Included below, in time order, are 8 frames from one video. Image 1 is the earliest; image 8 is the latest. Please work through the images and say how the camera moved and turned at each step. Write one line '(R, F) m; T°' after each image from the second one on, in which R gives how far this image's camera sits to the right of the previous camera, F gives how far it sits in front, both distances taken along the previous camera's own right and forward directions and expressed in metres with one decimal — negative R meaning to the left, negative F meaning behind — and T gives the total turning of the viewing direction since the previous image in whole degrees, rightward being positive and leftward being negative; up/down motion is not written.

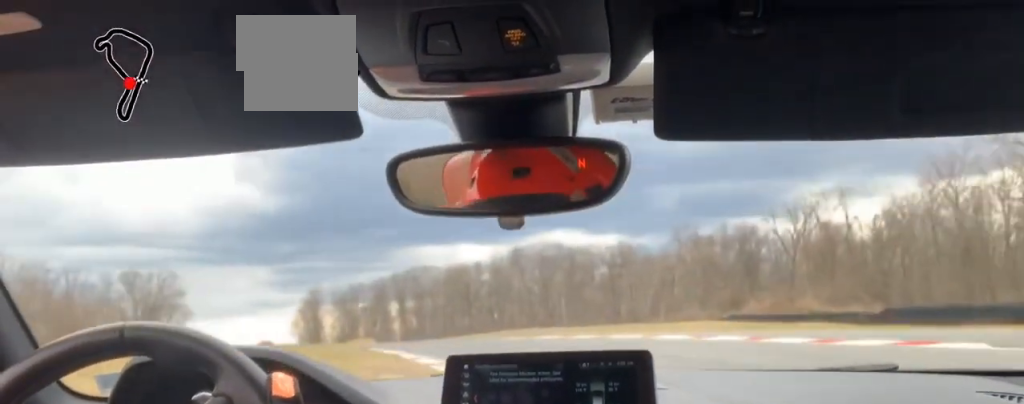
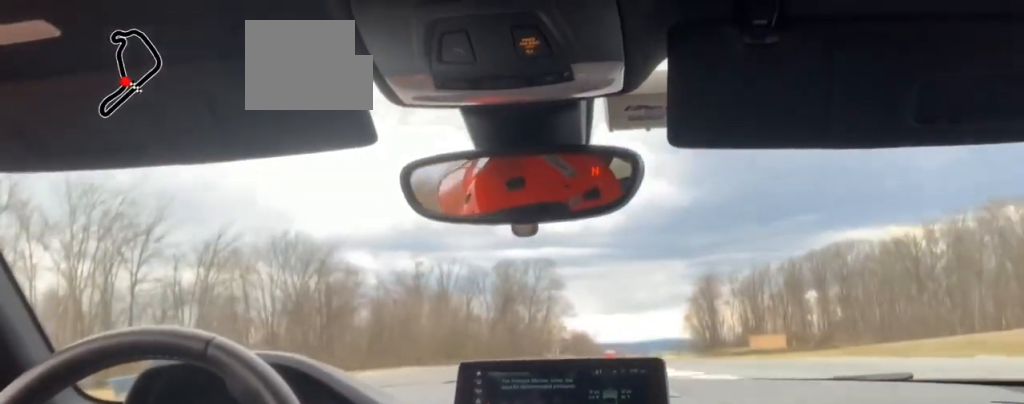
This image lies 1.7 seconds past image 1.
(-13.9, +50.0) m; -40°
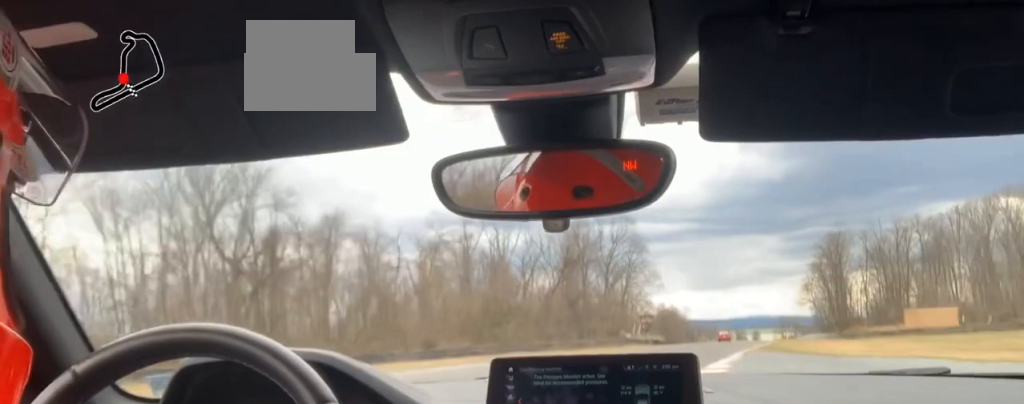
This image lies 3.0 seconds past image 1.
(-11.5, +44.3) m; -15°
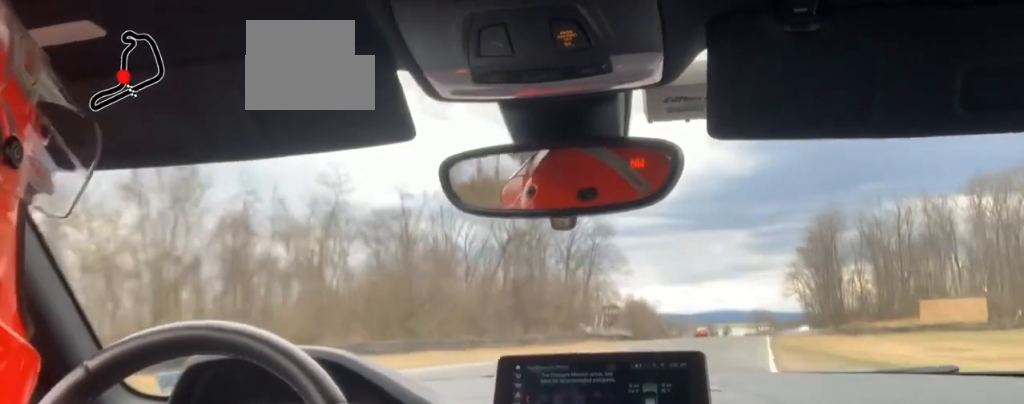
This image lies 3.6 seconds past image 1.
(+0.5, +25.3) m; +1°
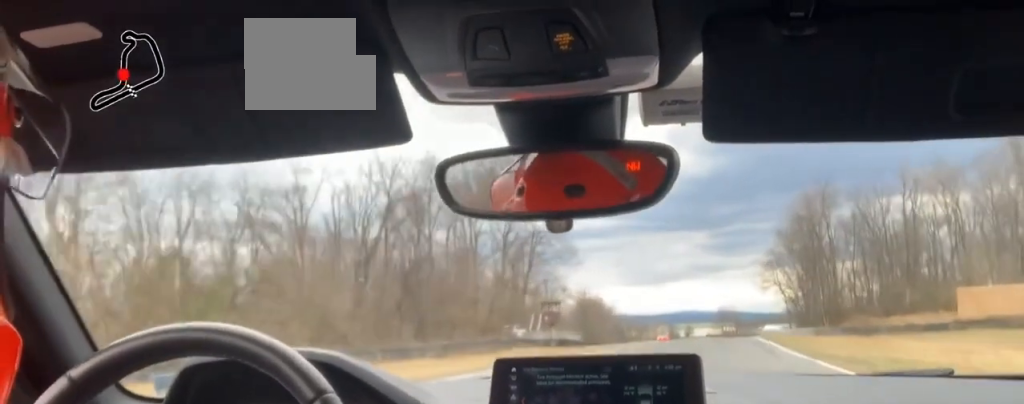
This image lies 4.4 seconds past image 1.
(+0.6, +30.1) m; +1°
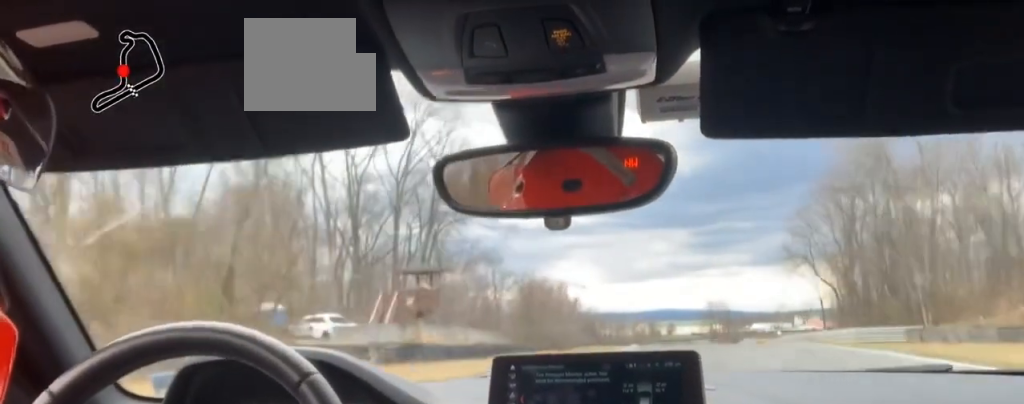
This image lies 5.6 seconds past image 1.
(0.0, +49.9) m; -1°
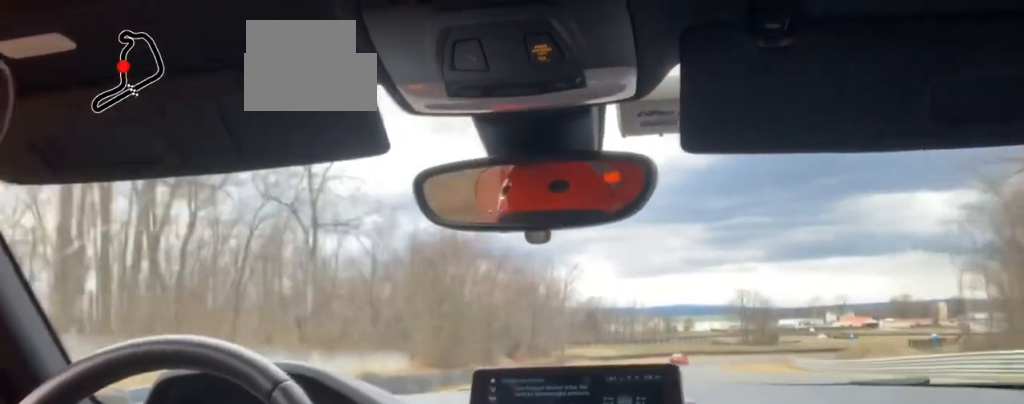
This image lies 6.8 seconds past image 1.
(-1.4, +54.0) m; +2°
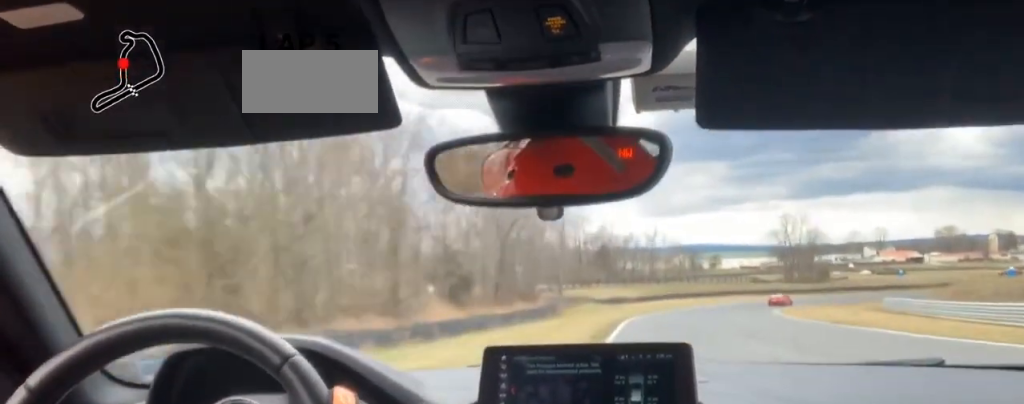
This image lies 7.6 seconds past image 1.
(+2.0, +36.1) m; +6°
